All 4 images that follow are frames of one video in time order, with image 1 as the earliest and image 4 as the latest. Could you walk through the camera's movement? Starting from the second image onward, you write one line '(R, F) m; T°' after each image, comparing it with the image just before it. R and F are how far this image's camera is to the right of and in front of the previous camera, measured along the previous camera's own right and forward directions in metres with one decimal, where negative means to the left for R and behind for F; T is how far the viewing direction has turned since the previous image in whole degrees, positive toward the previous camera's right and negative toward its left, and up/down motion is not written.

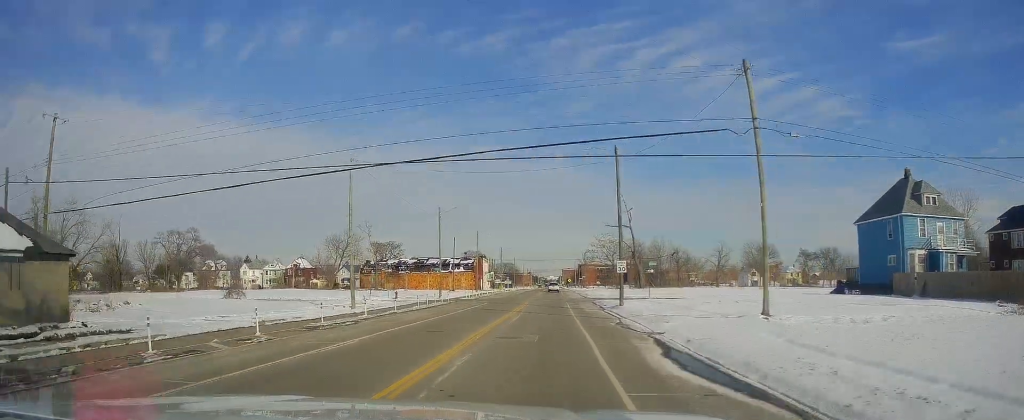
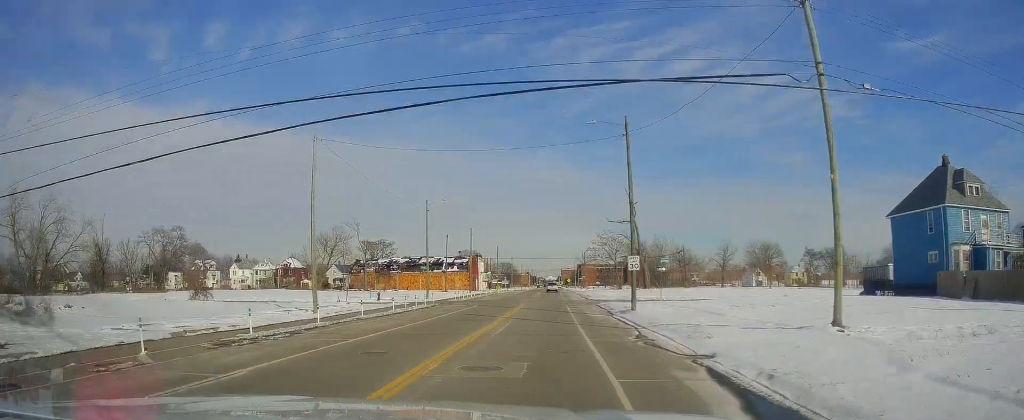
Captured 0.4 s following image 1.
(0.0, +6.4) m; +1°
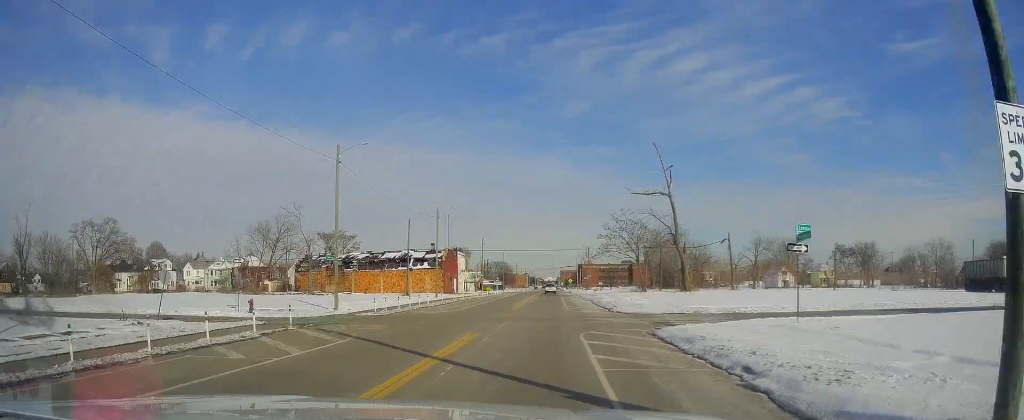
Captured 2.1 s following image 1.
(+0.9, +27.2) m; +1°
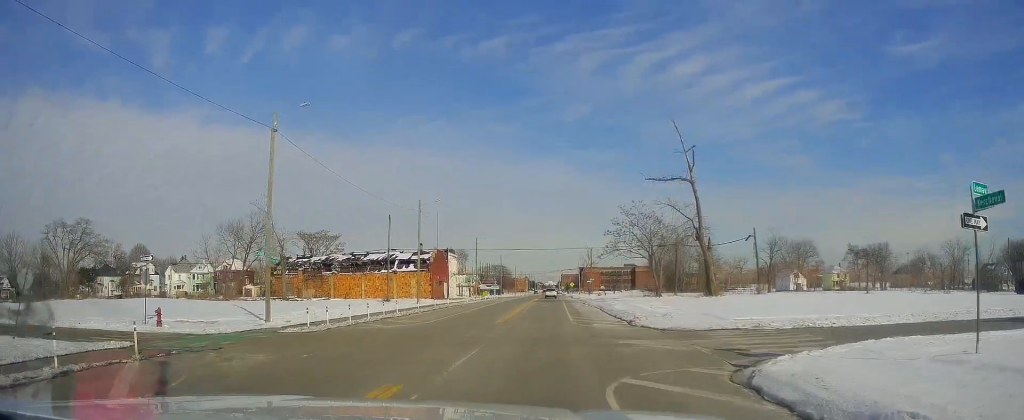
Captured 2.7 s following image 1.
(-0.2, +9.6) m; -1°
